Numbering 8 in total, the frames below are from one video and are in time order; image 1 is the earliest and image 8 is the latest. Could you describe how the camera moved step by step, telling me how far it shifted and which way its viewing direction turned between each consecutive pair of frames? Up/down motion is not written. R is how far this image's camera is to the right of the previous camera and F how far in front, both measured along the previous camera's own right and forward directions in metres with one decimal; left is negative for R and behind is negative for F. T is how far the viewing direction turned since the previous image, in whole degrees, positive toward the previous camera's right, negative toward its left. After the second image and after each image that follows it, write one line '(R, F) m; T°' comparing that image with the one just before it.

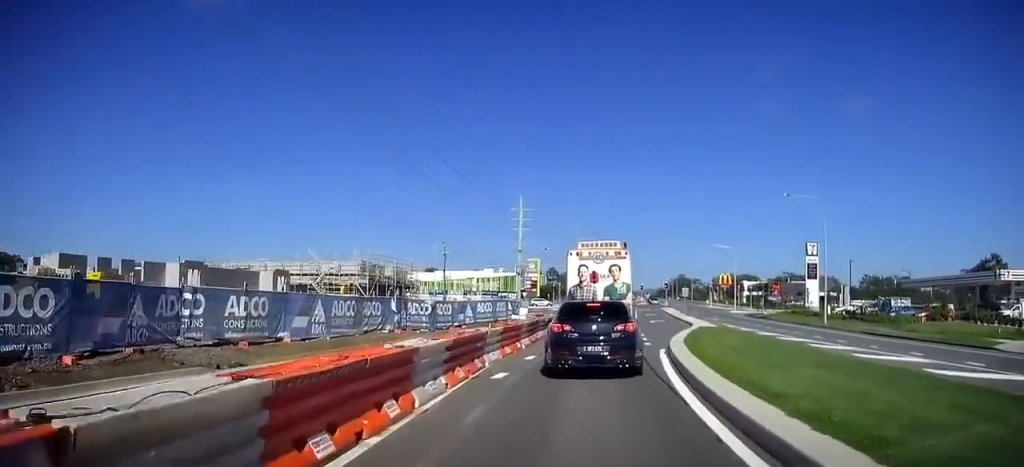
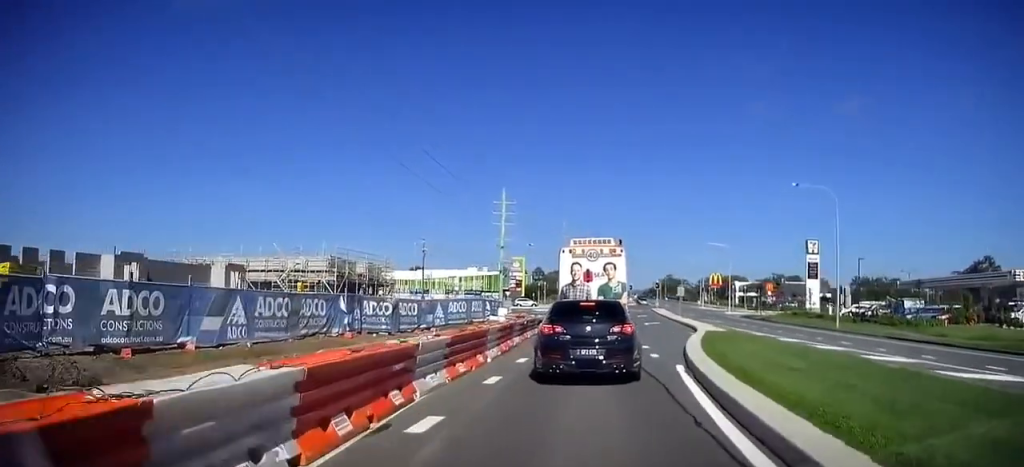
(-0.1, +5.4) m; 0°
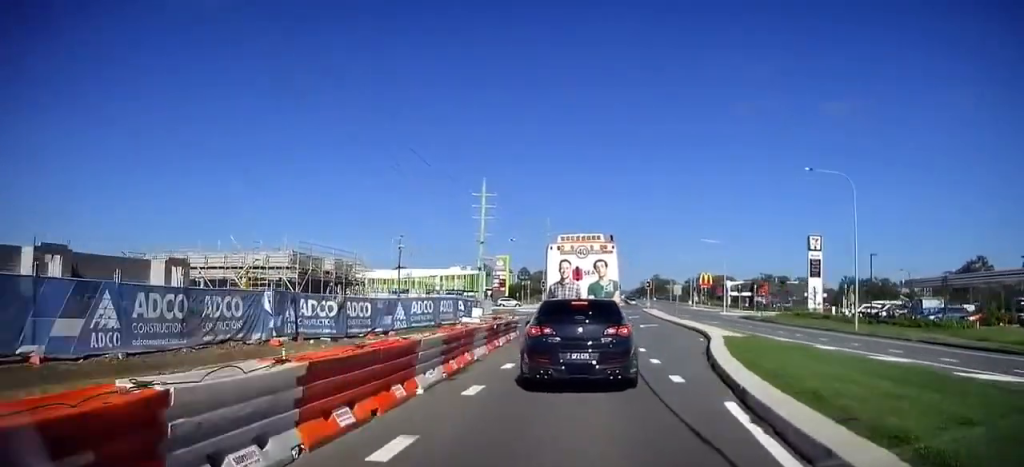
(0.0, +5.3) m; +1°
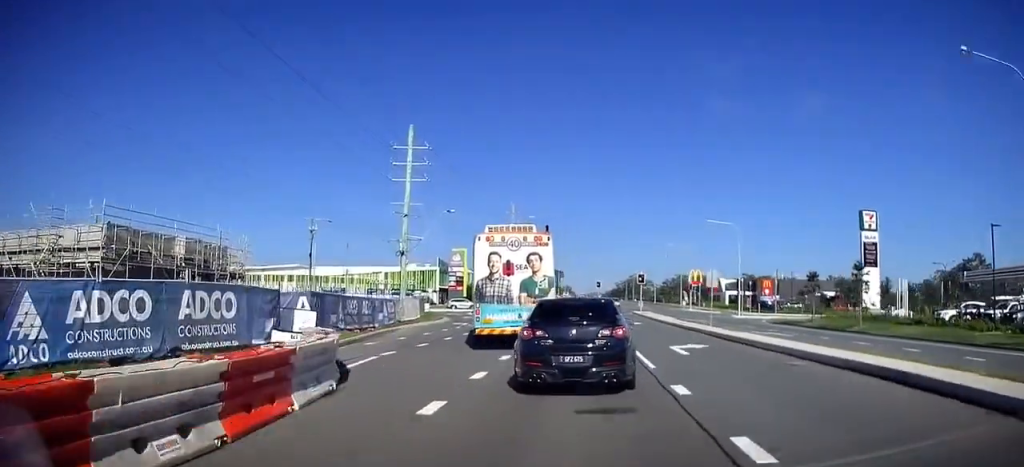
(+1.3, +24.0) m; +4°
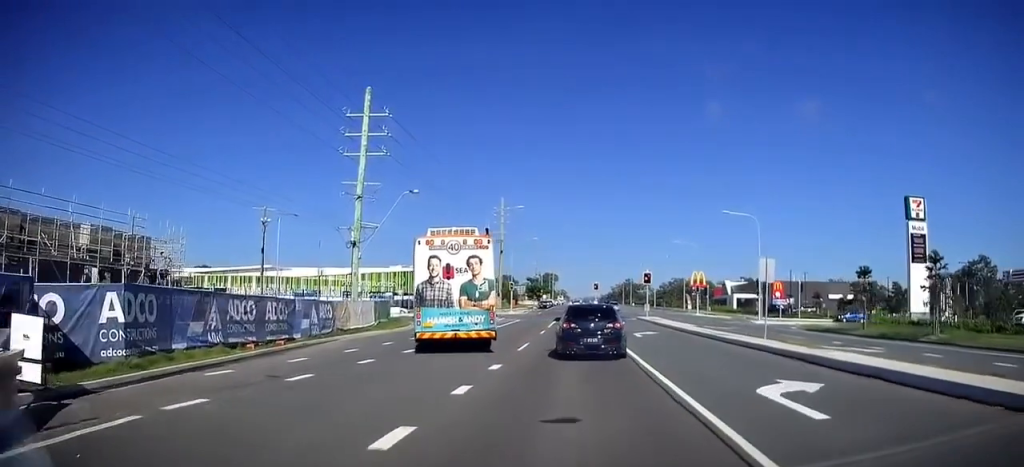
(-0.1, +10.5) m; 0°
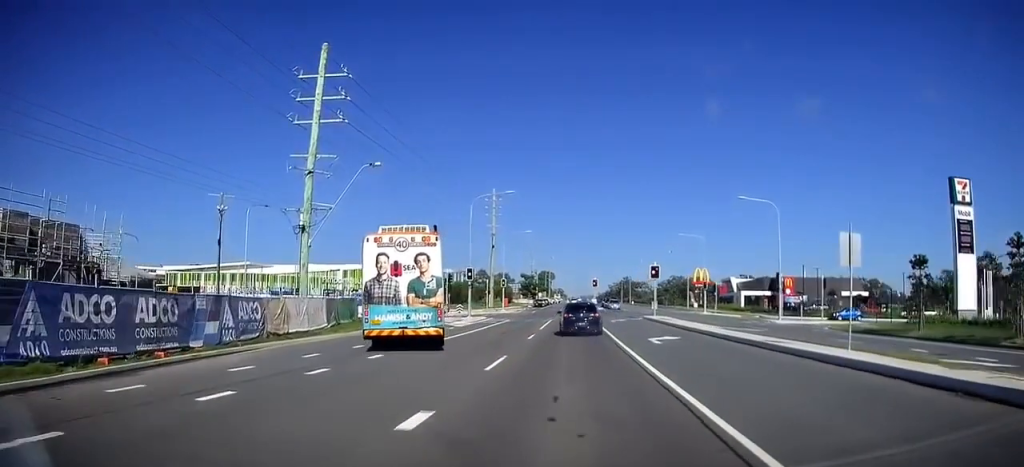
(0.0, +7.4) m; +1°
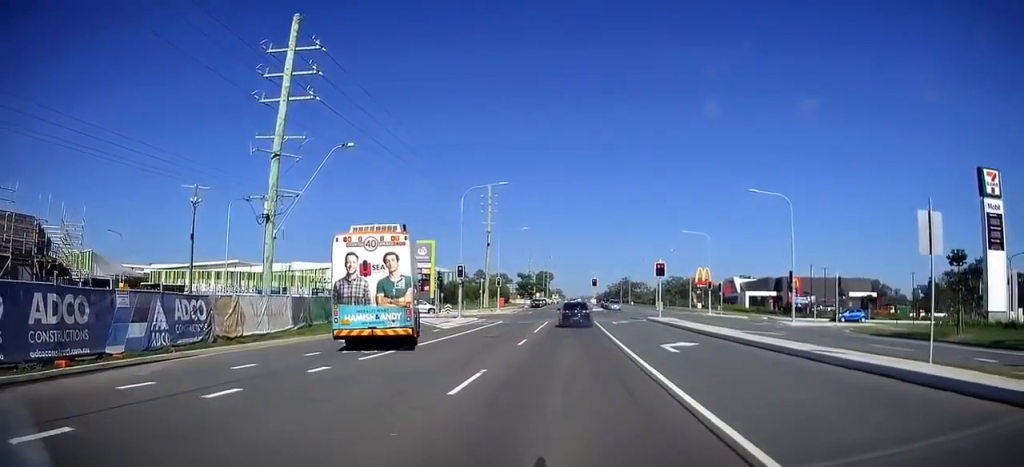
(+0.1, +3.8) m; 0°
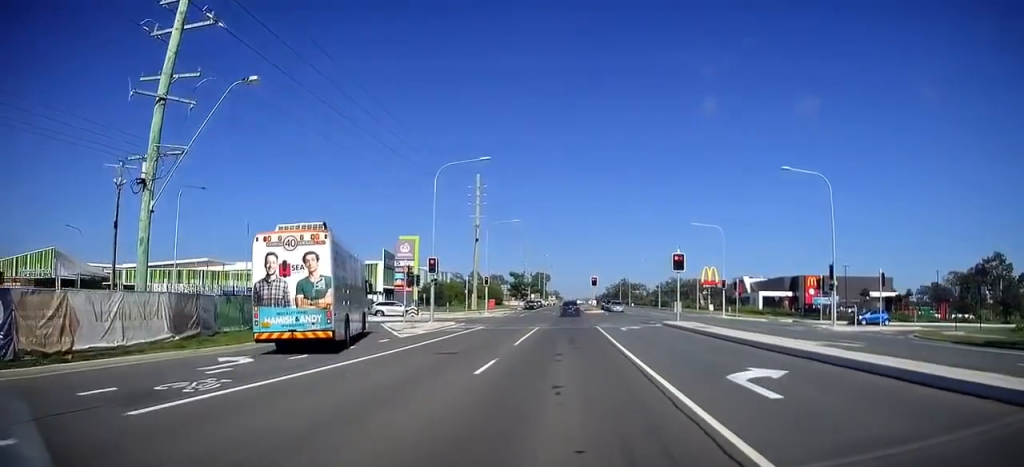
(-0.1, +9.3) m; -1°
